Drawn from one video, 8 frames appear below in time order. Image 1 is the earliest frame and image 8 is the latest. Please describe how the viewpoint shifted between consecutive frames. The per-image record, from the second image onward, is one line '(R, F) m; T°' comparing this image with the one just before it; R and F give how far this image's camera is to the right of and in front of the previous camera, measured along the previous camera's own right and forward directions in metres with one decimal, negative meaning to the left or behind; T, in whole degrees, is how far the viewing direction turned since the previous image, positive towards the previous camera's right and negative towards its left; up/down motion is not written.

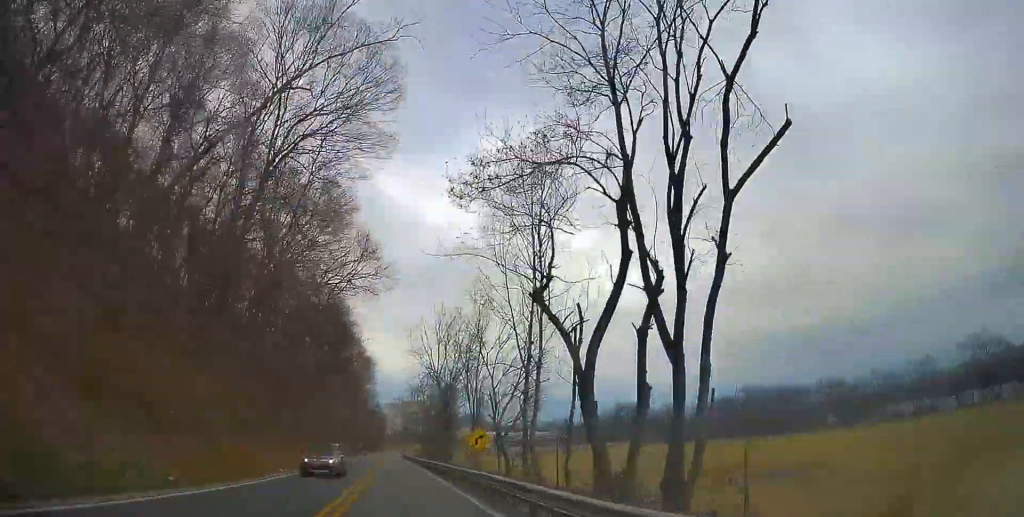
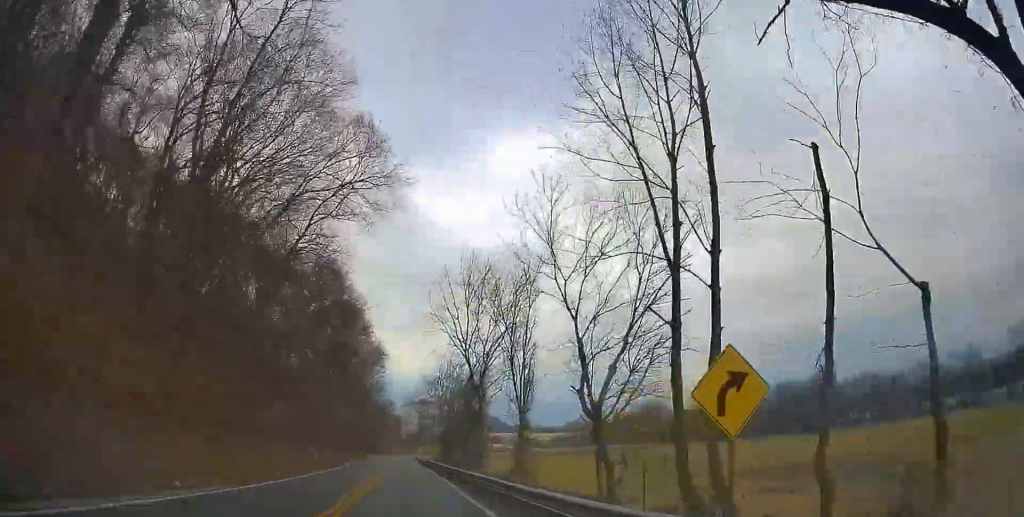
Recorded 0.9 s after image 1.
(+0.3, +20.0) m; -1°
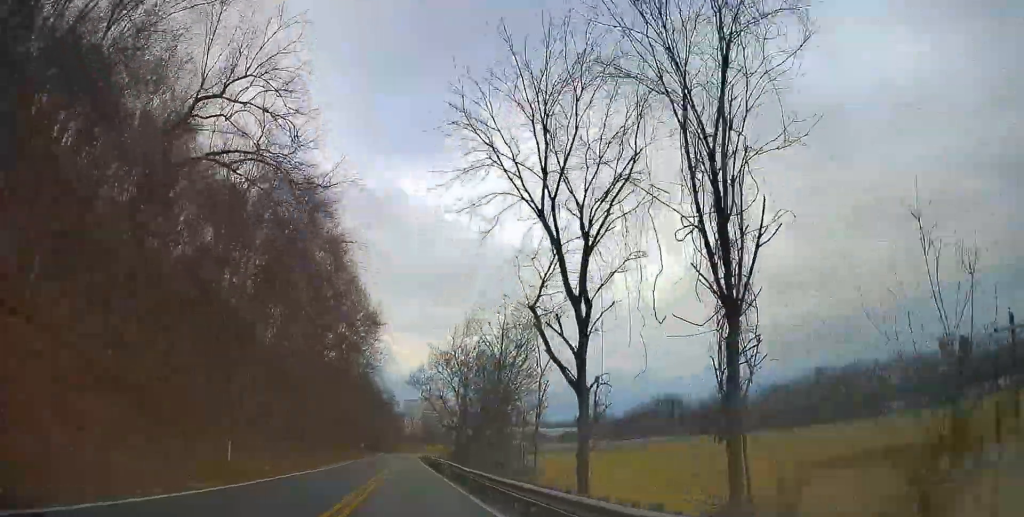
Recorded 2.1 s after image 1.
(-1.1, +29.7) m; -2°
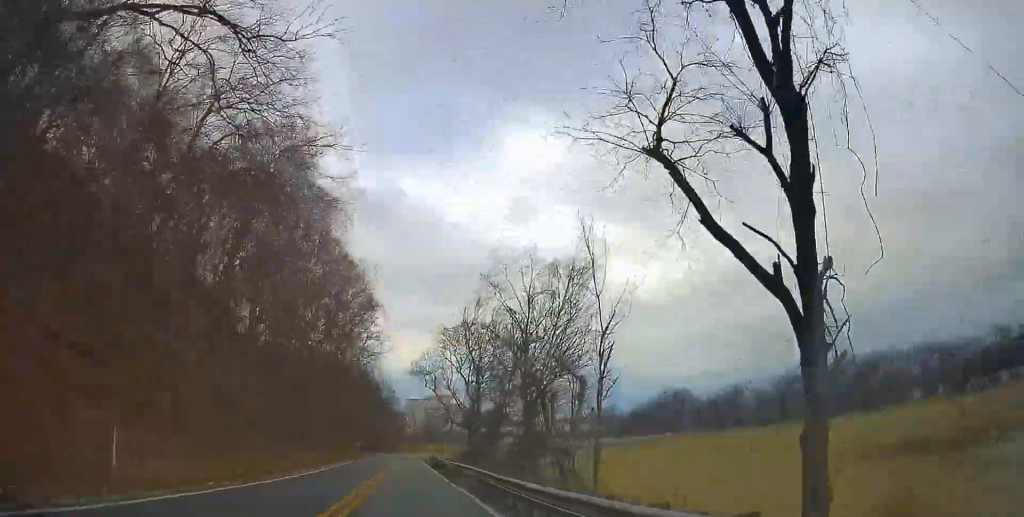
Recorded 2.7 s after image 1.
(0.0, +13.5) m; 0°
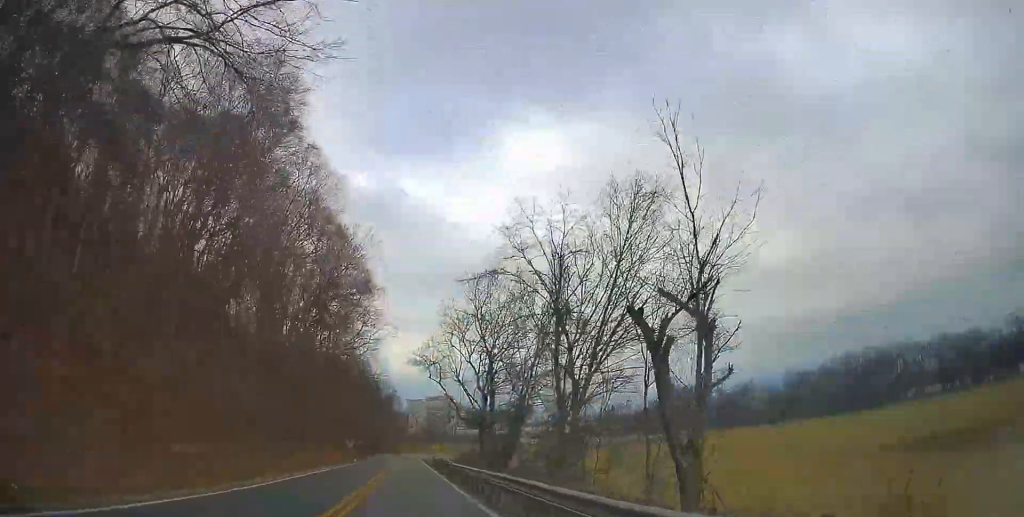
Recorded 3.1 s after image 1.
(0.0, +10.4) m; -1°
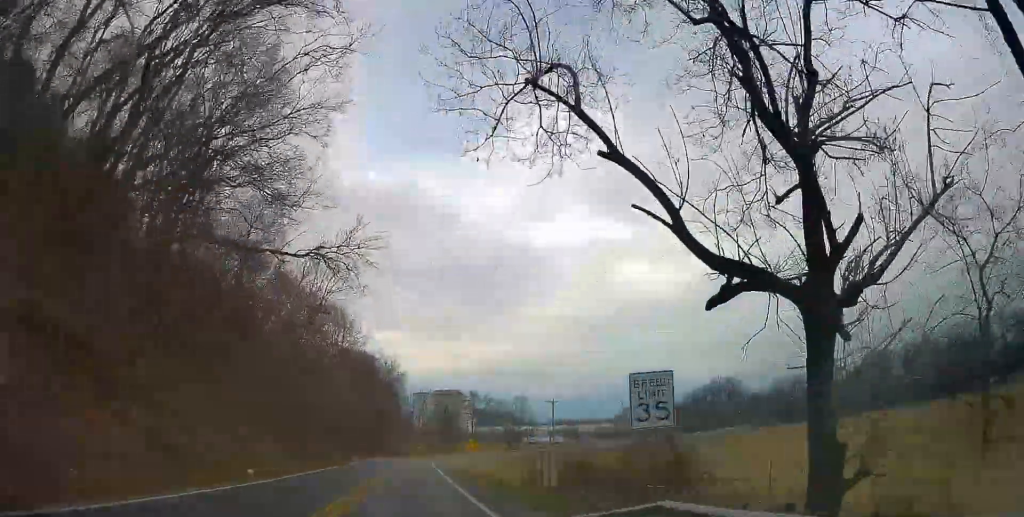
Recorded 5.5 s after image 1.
(-1.6, +58.1) m; 0°
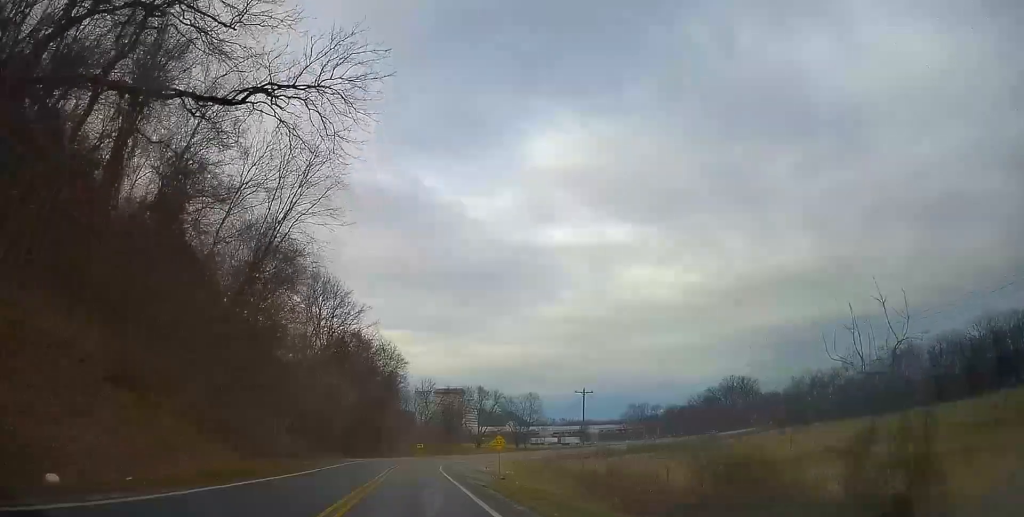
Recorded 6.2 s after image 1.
(+0.1, +17.0) m; +1°
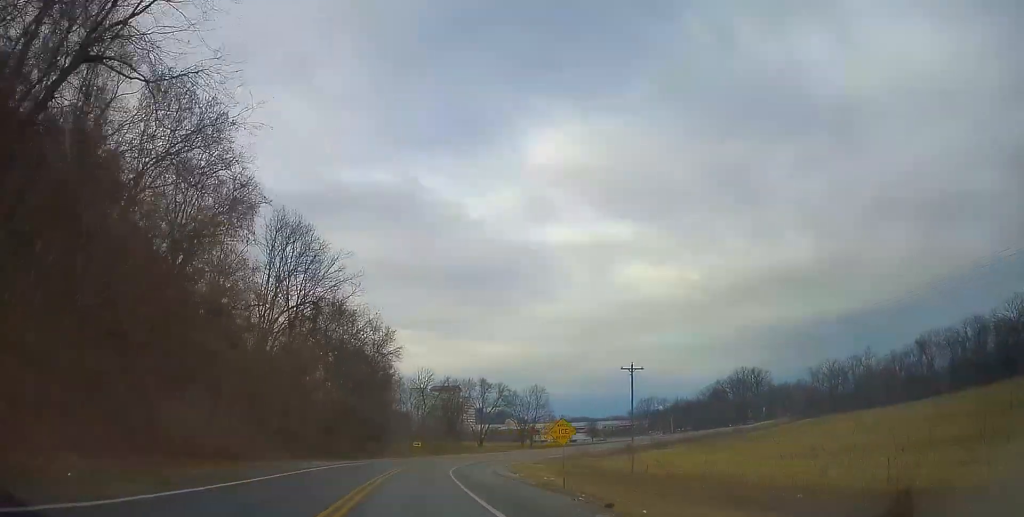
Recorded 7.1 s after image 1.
(0.0, +20.2) m; +1°
